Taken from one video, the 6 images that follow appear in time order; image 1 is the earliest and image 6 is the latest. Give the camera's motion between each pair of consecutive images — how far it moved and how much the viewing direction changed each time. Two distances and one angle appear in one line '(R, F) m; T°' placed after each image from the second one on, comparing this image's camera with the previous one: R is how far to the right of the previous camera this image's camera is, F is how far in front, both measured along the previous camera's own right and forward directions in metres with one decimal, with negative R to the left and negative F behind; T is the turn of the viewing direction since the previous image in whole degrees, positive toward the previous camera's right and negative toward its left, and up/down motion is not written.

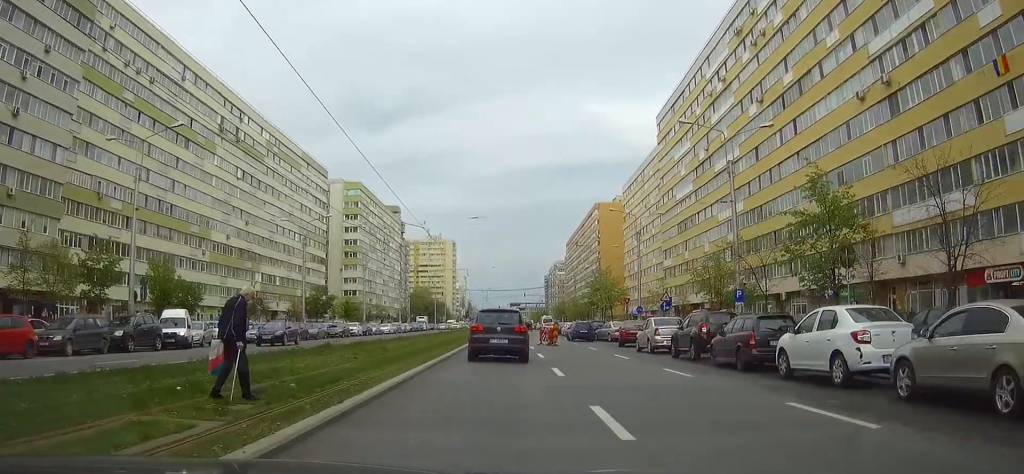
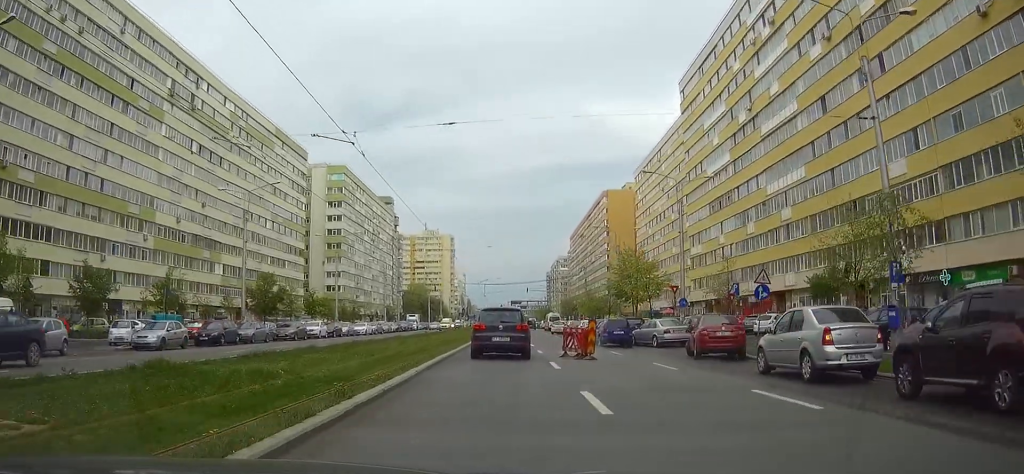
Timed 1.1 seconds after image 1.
(+0.1, +16.1) m; +1°
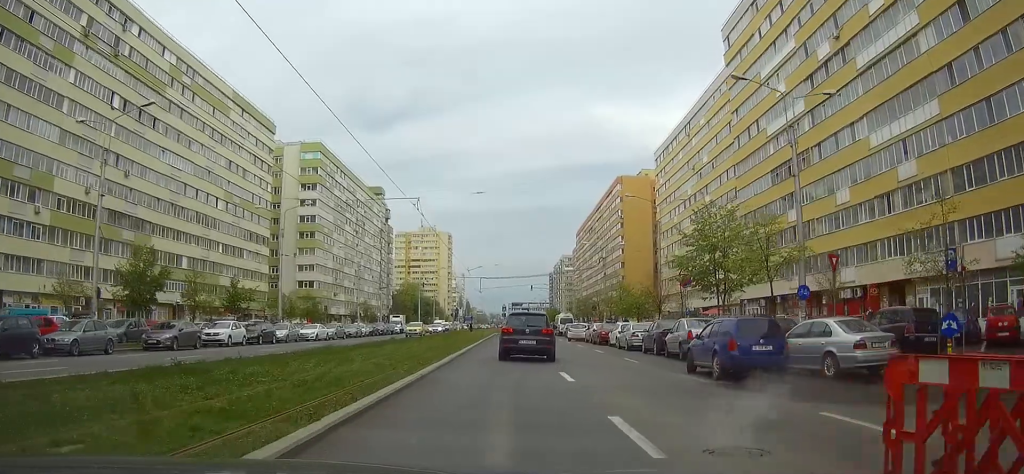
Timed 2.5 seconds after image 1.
(+0.1, +20.0) m; 0°
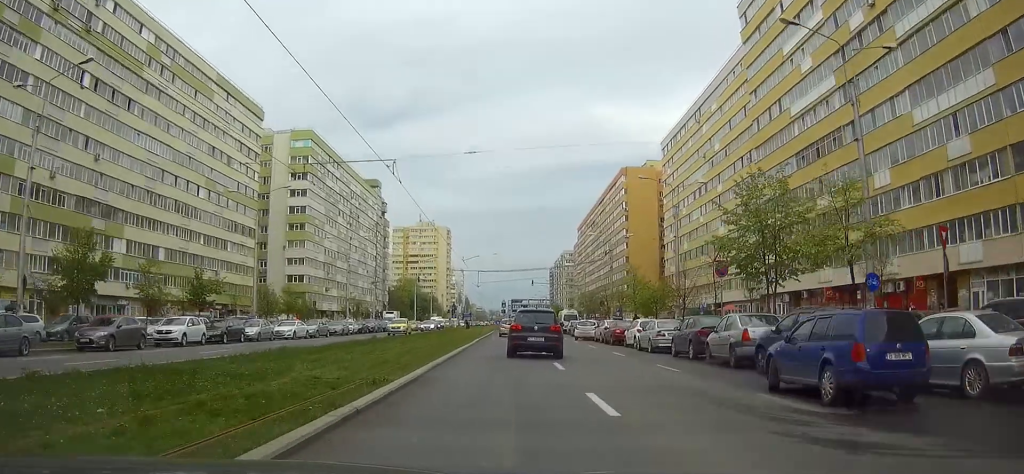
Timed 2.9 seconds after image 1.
(0.0, +6.0) m; 0°
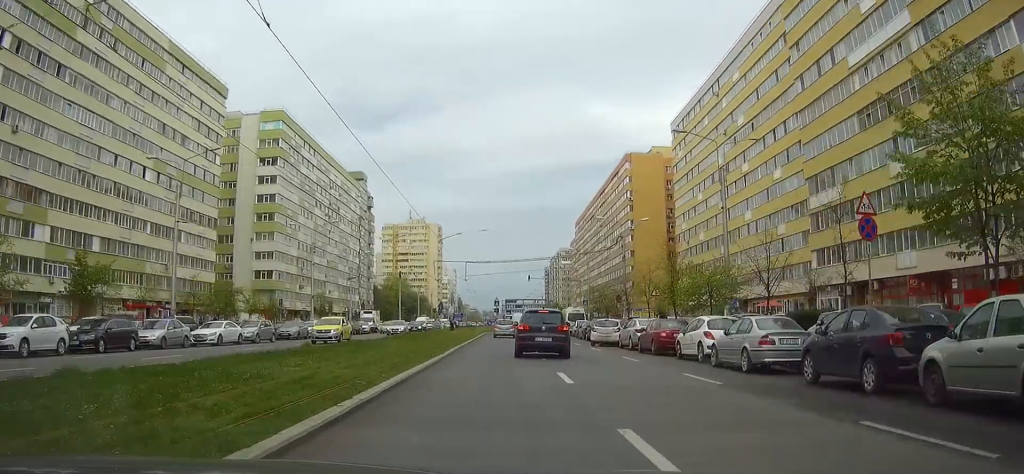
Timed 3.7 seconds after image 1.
(0.0, +12.7) m; 0°
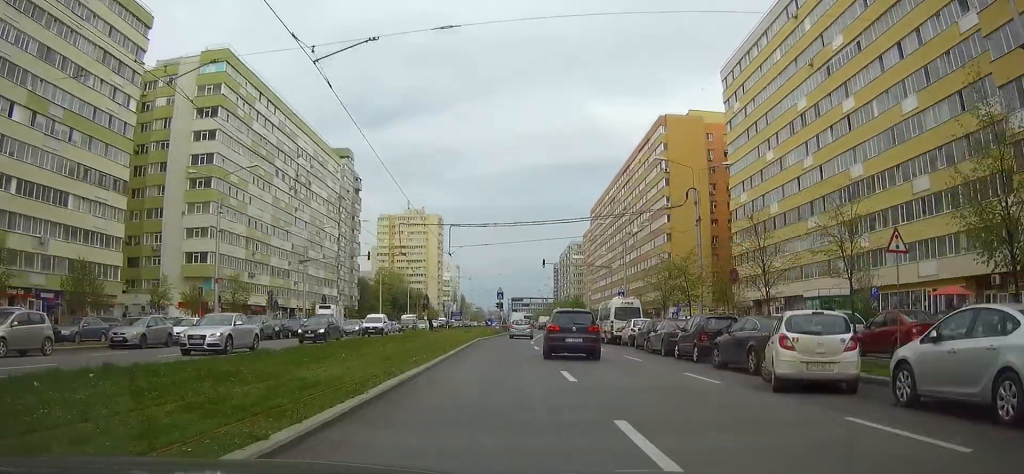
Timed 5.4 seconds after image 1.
(+0.1, +25.9) m; 0°
